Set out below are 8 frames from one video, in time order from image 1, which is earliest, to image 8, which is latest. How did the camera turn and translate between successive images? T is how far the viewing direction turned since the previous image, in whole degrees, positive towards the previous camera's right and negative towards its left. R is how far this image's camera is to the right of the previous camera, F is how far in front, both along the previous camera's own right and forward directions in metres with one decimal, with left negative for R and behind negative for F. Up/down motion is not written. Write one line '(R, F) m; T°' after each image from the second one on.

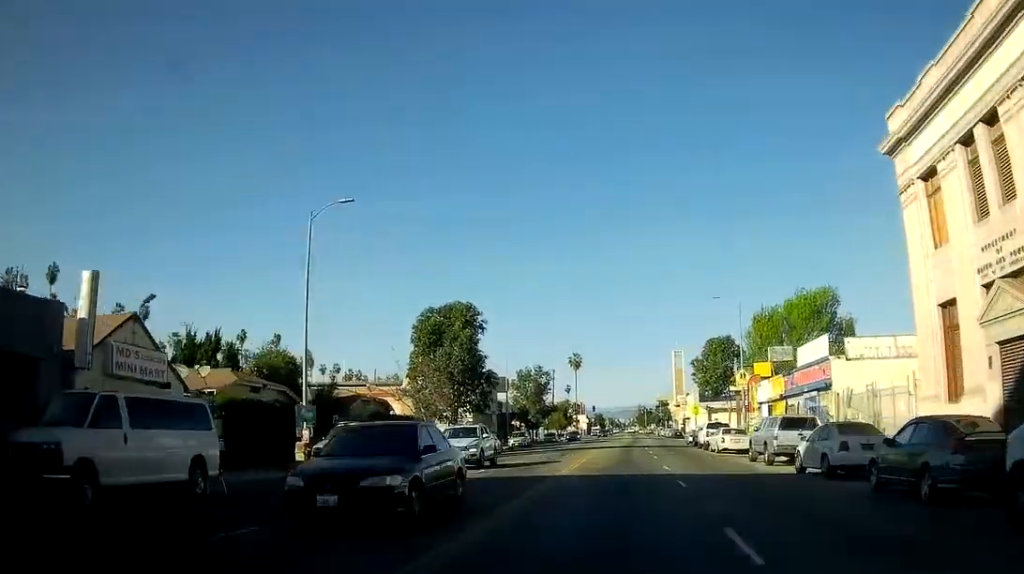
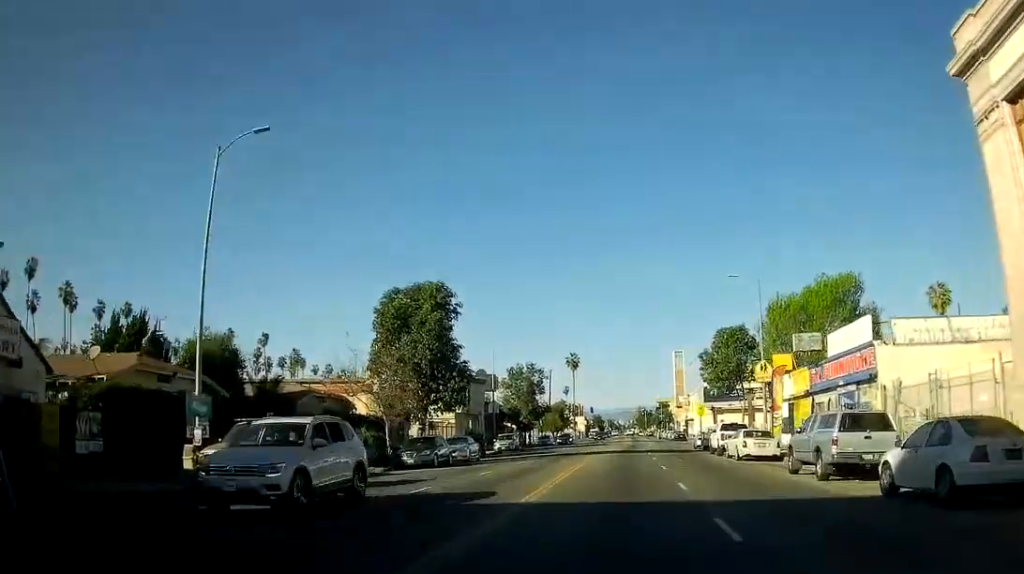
(0.0, +7.1) m; 0°
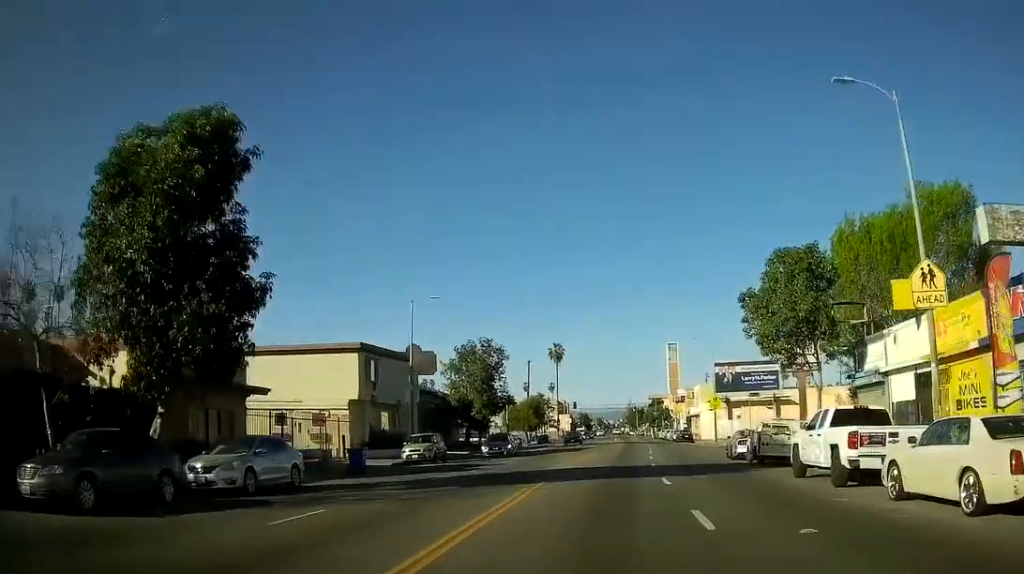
(+0.7, +23.3) m; +2°
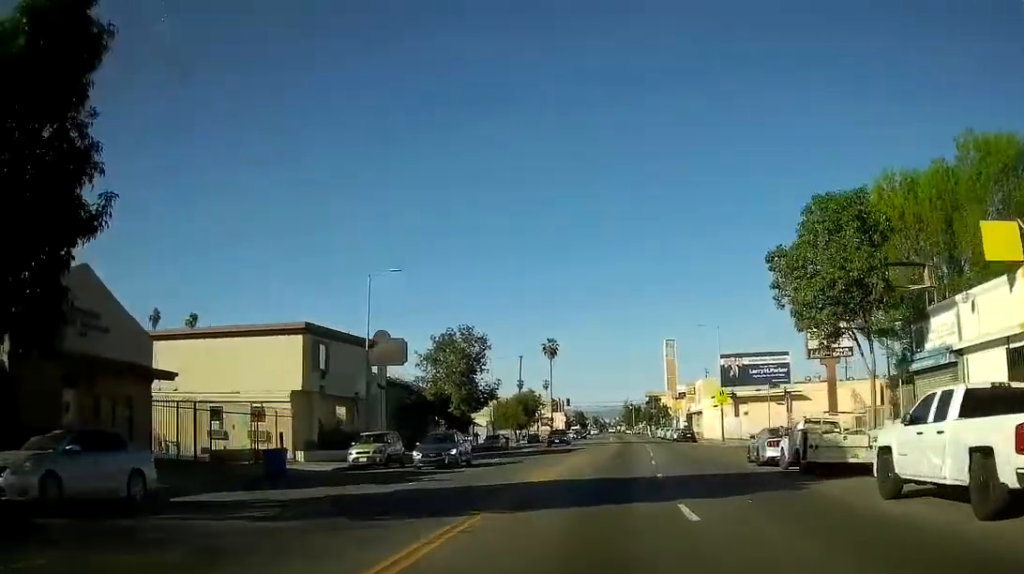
(+0.4, +7.5) m; 0°
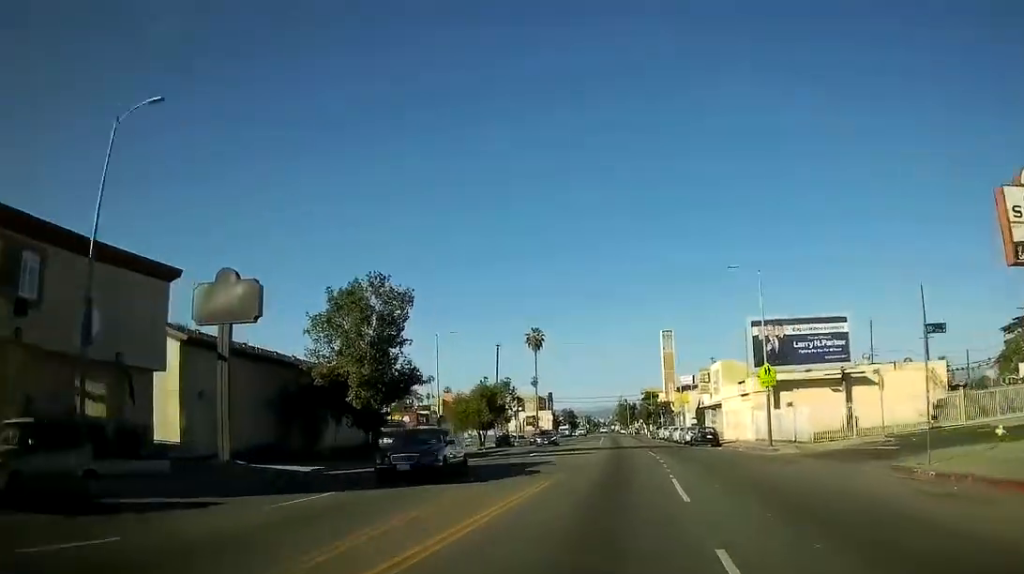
(-1.0, +21.6) m; -2°
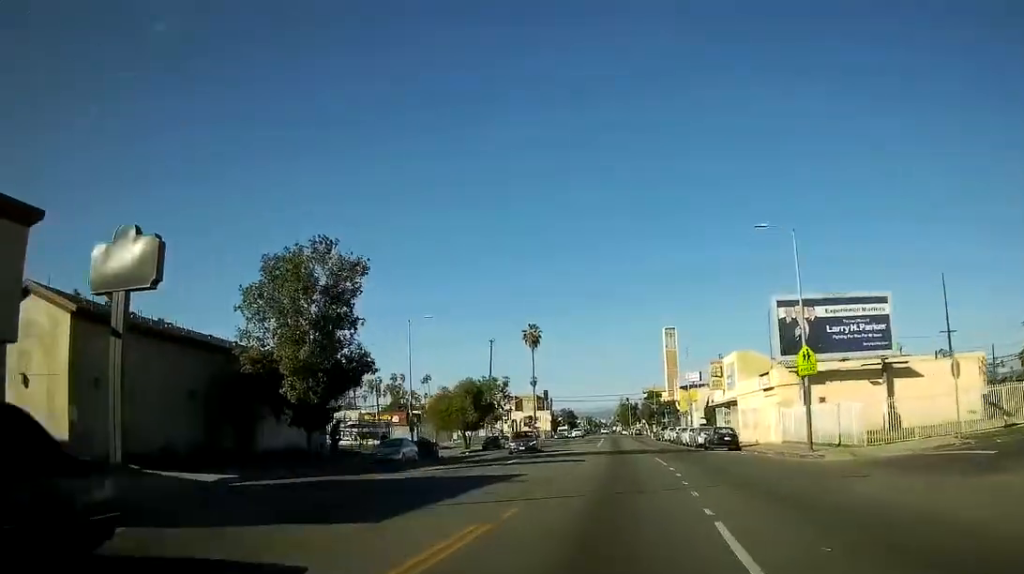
(-0.1, +8.1) m; +1°
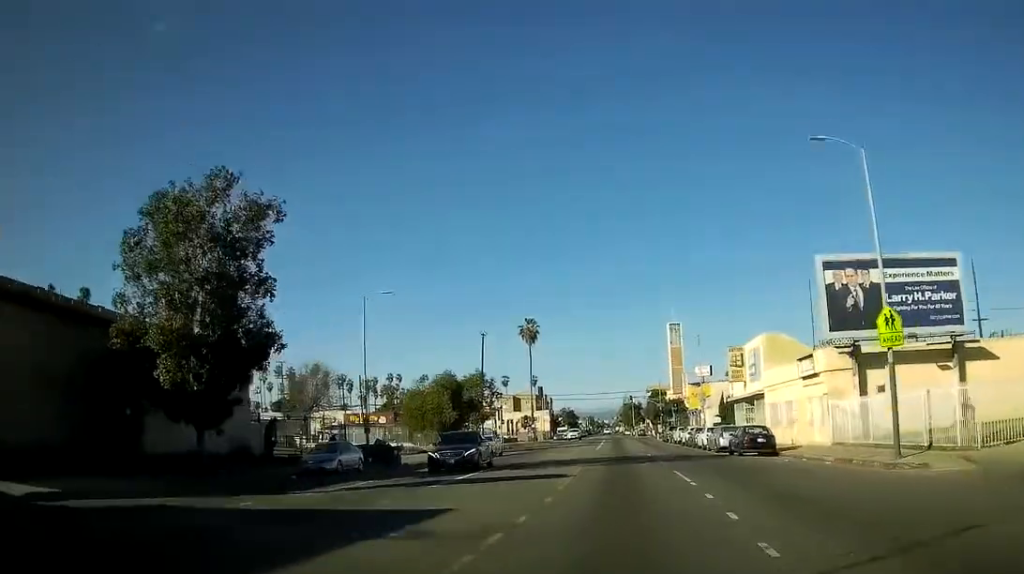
(+0.3, +10.2) m; 0°
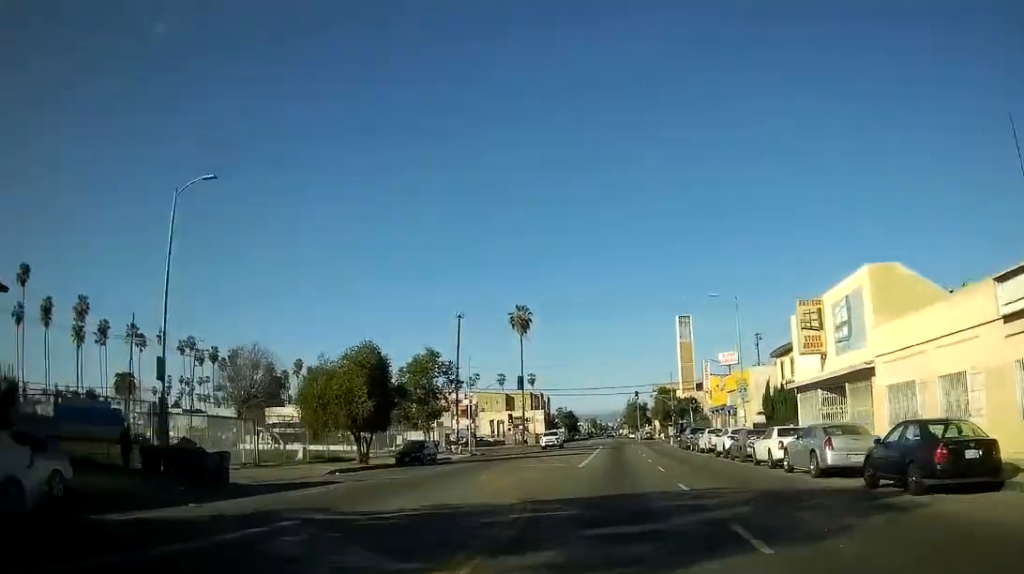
(-0.2, +20.8) m; -2°
